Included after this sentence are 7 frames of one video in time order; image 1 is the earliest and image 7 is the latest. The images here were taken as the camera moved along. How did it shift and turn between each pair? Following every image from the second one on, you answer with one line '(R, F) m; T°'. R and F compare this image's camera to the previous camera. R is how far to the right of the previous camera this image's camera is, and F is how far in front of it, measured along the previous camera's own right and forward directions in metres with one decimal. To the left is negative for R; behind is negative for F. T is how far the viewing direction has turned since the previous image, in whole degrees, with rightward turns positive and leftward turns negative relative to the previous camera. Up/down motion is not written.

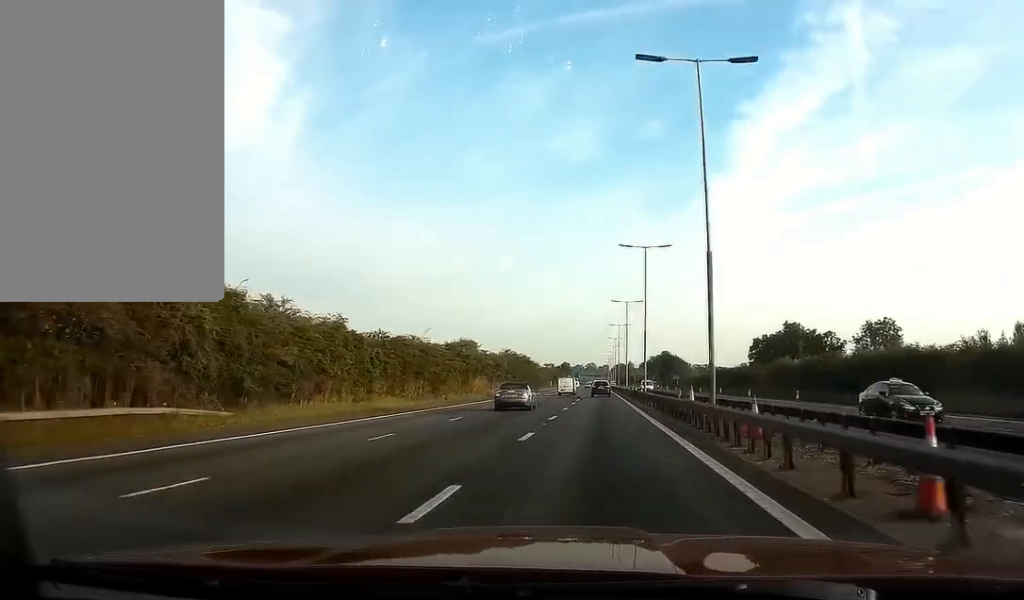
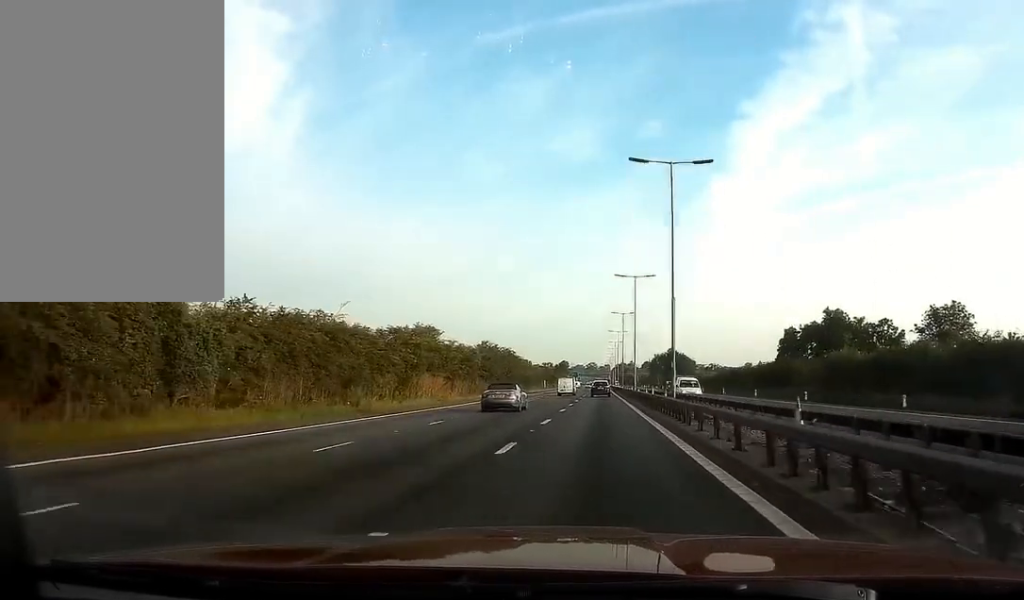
(-0.1, +21.0) m; 0°
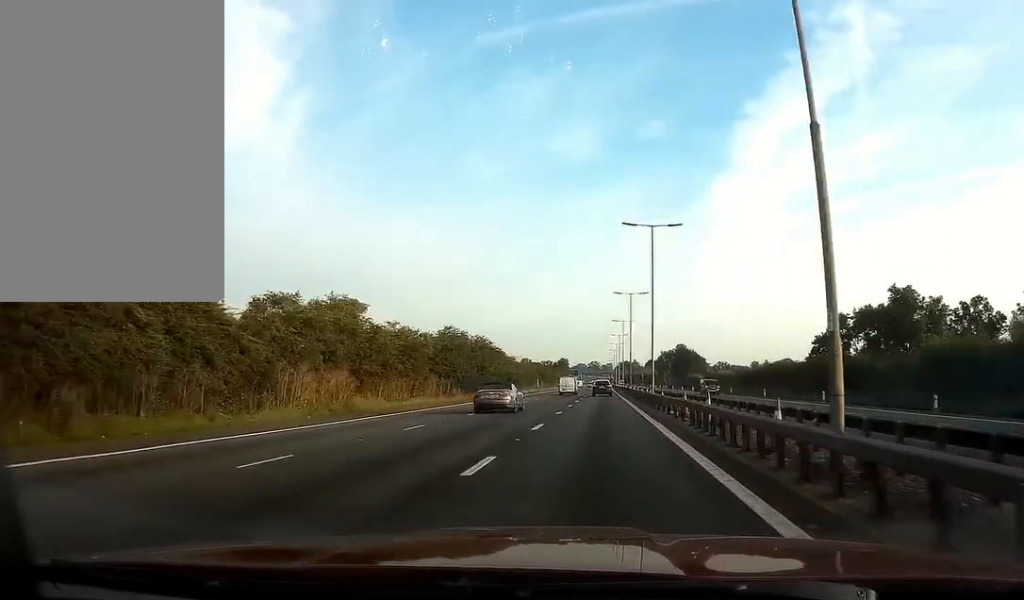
(0.0, +22.0) m; 0°
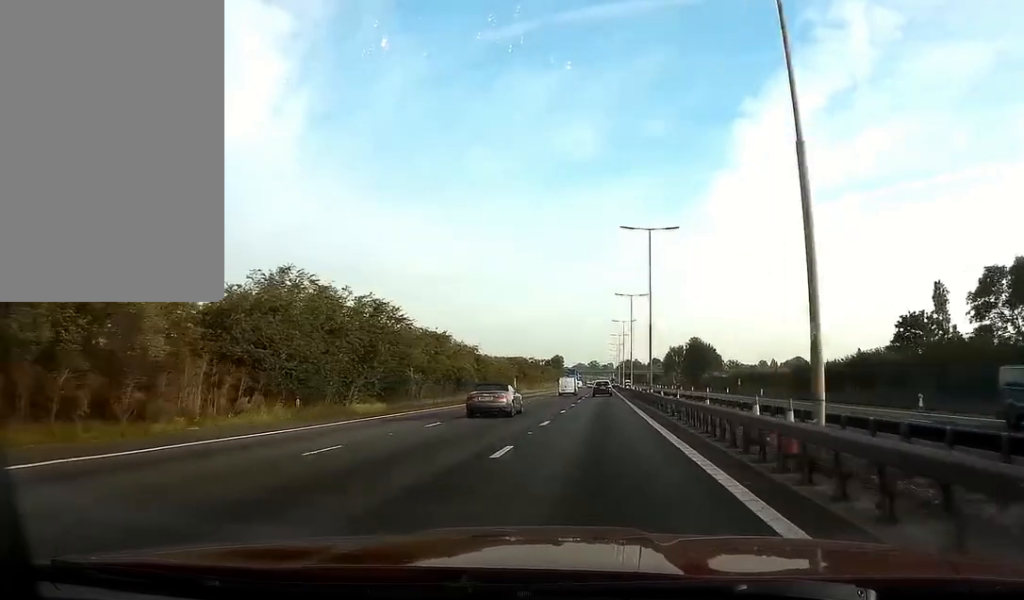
(+0.1, +35.0) m; 0°
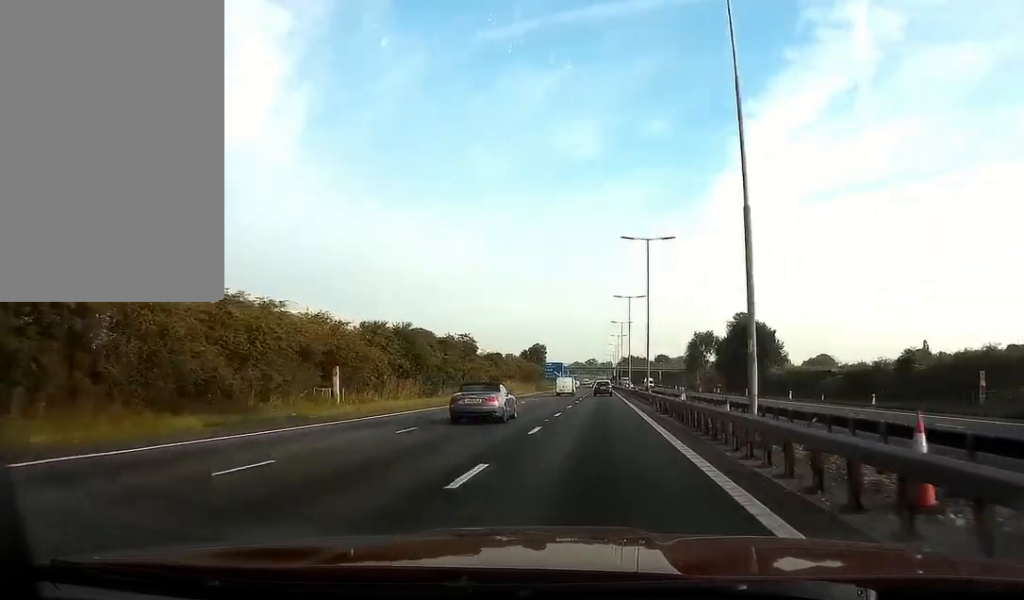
(-0.2, +67.9) m; 0°
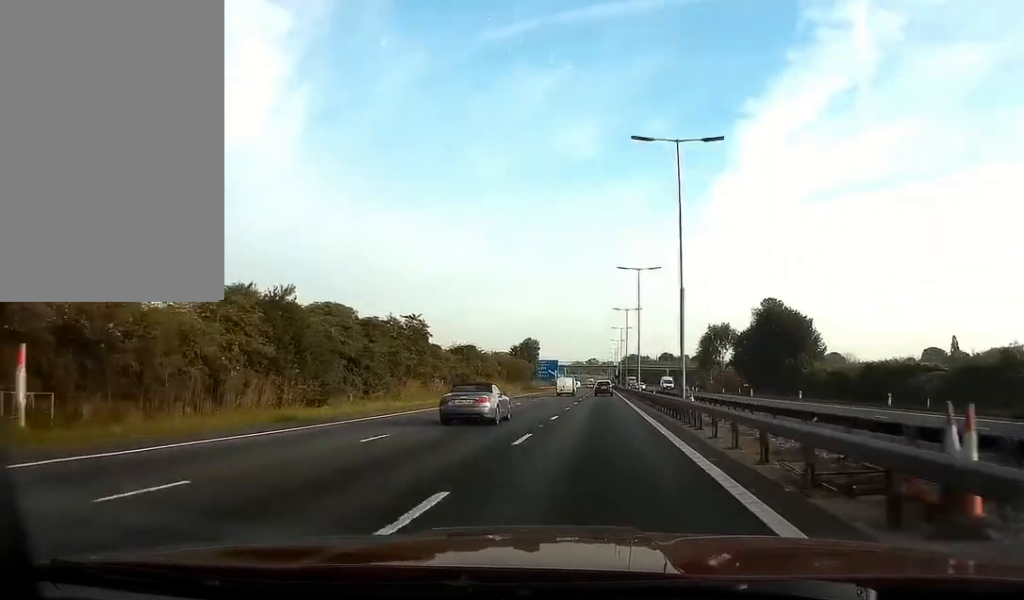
(0.0, +21.5) m; 0°
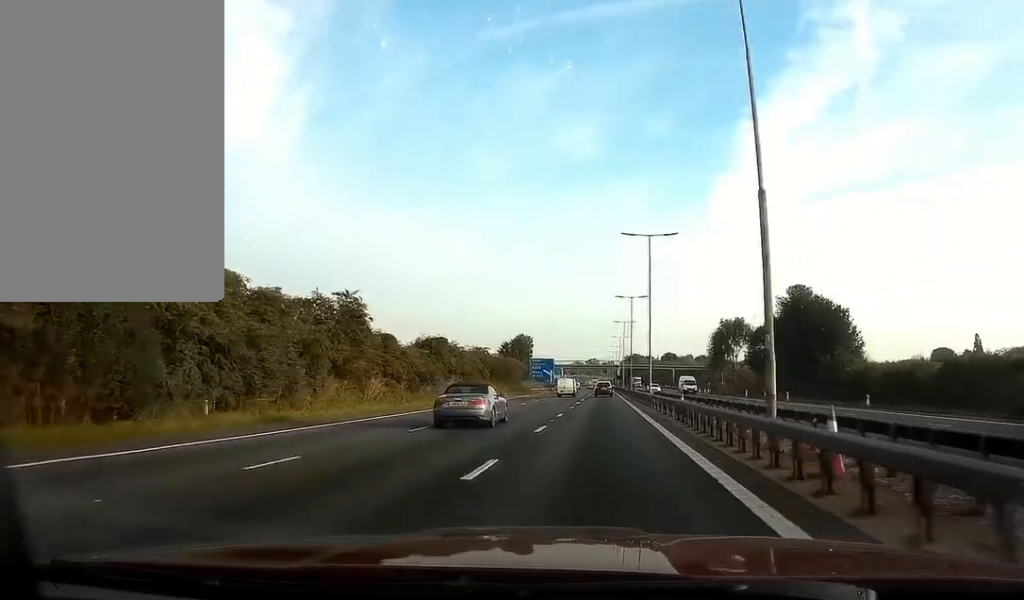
(+0.1, +15.0) m; 0°
